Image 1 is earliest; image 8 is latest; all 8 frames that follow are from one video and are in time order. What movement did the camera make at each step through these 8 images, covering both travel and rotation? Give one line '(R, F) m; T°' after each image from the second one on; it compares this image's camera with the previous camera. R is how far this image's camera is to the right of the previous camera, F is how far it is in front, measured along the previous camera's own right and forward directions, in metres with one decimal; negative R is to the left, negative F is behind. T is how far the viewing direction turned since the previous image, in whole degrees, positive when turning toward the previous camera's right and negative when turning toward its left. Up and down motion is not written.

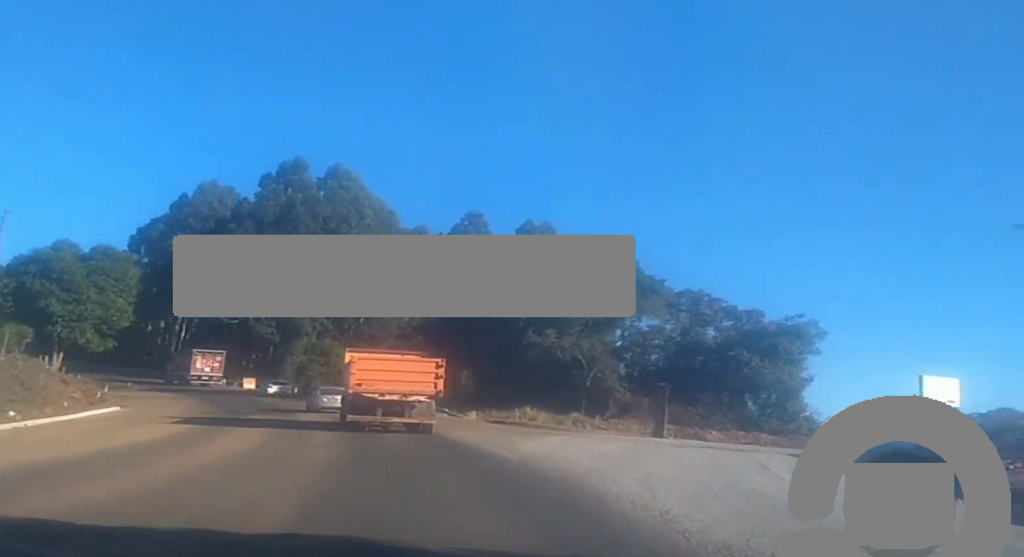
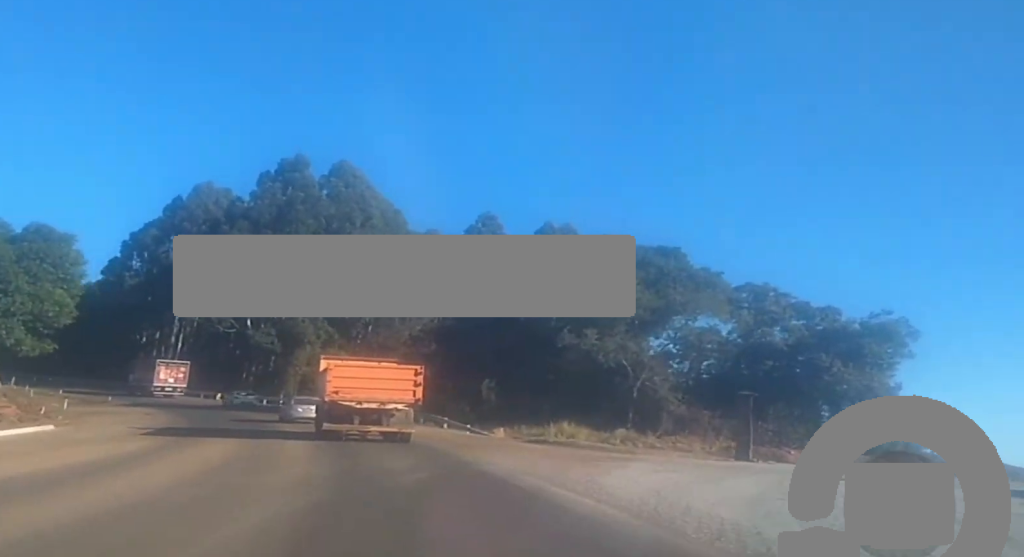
(-0.1, +9.6) m; -2°
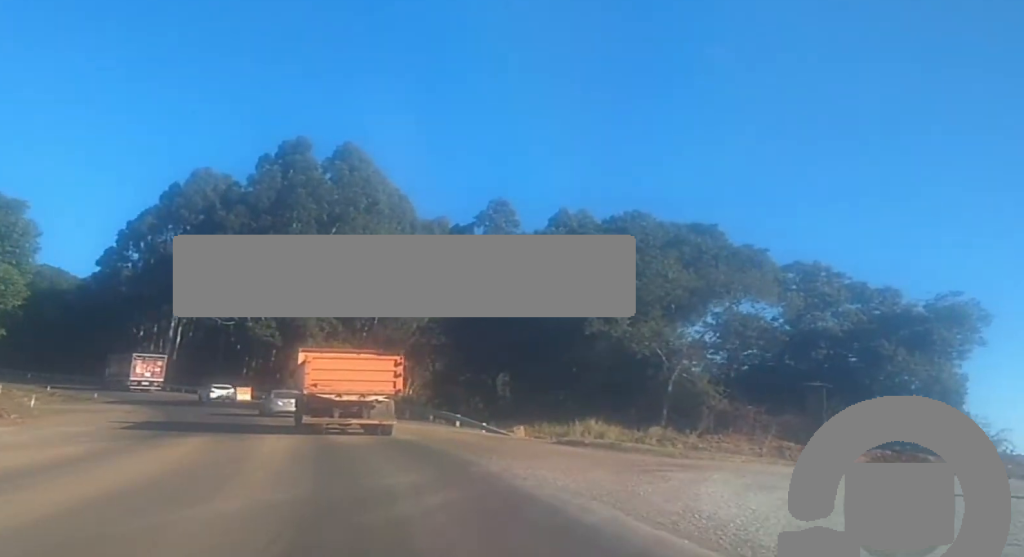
(-0.1, +6.6) m; -1°
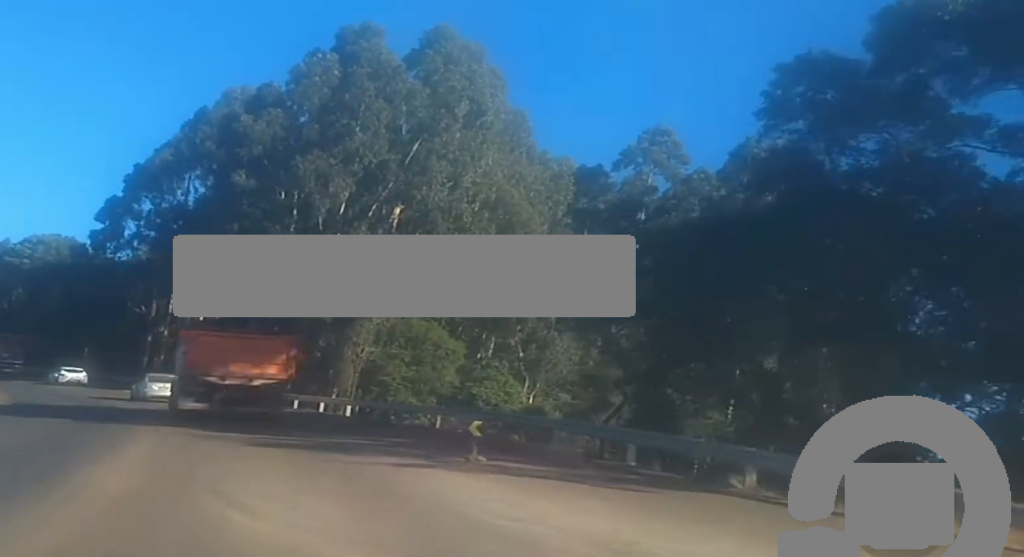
(-2.1, +37.3) m; -8°
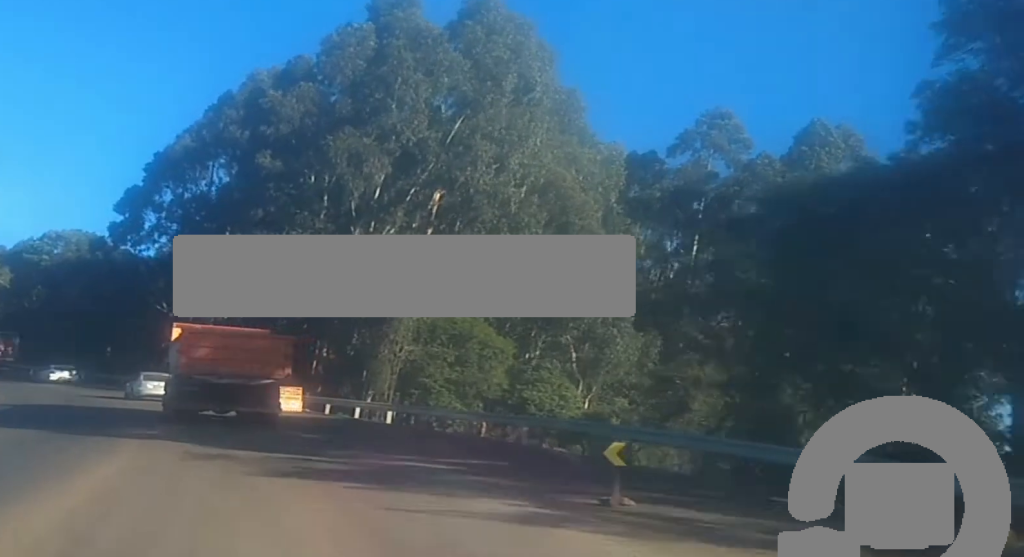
(0.0, +5.9) m; -2°
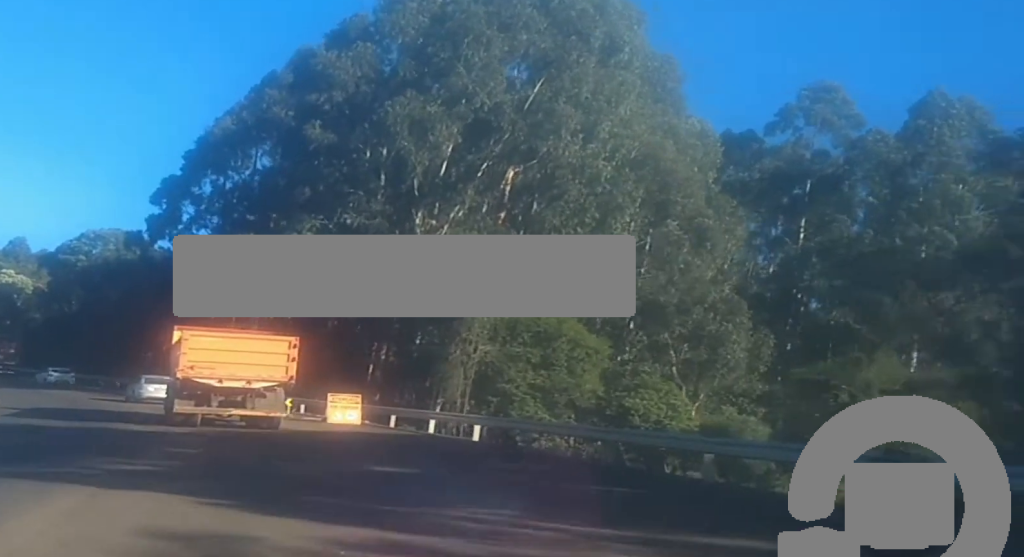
(-0.4, +8.8) m; -2°
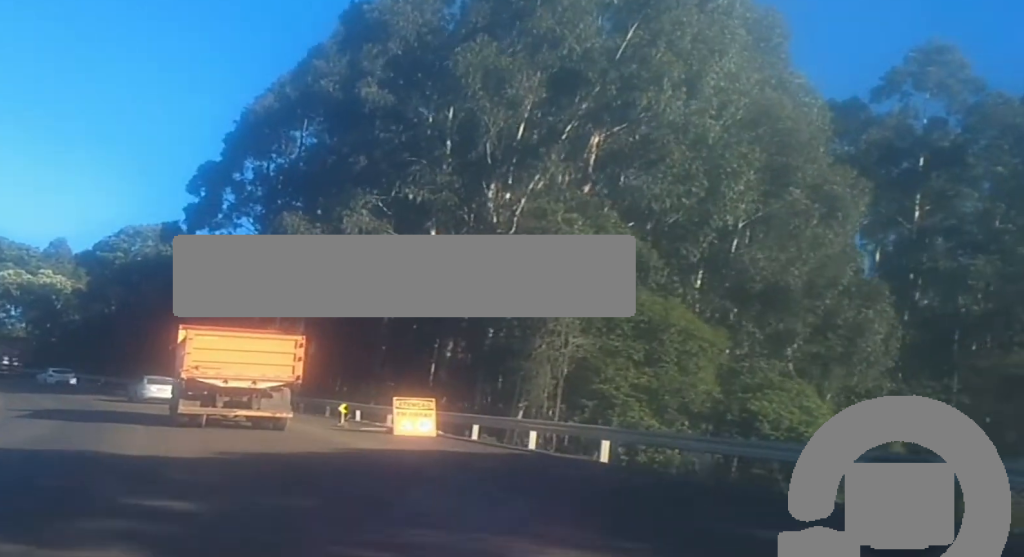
(-0.2, +8.2) m; -2°
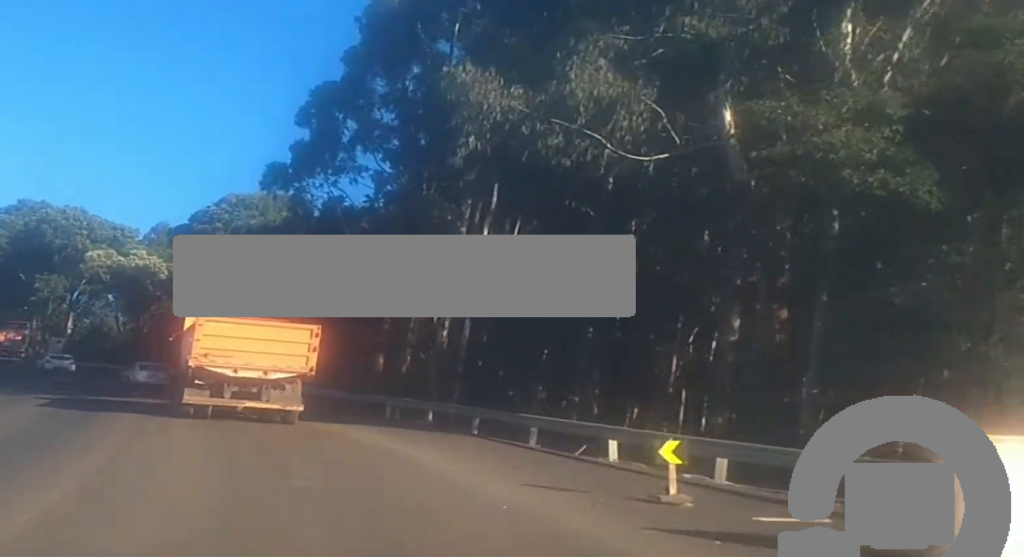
(-0.6, +21.7) m; -4°
